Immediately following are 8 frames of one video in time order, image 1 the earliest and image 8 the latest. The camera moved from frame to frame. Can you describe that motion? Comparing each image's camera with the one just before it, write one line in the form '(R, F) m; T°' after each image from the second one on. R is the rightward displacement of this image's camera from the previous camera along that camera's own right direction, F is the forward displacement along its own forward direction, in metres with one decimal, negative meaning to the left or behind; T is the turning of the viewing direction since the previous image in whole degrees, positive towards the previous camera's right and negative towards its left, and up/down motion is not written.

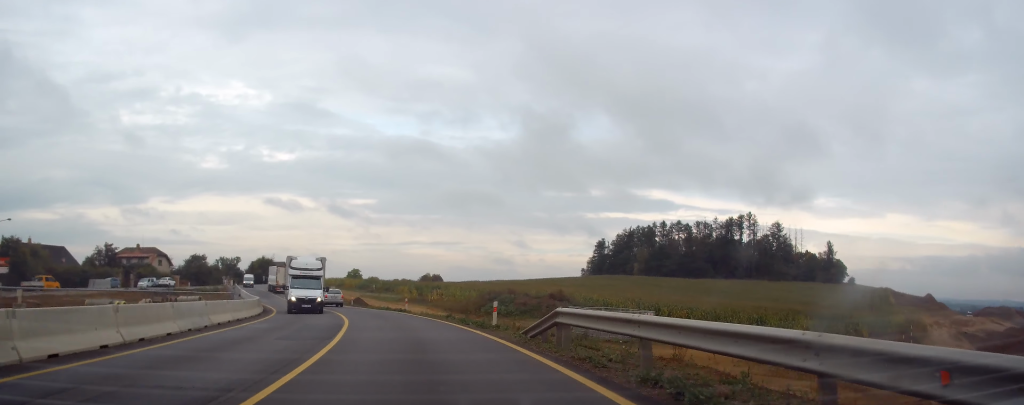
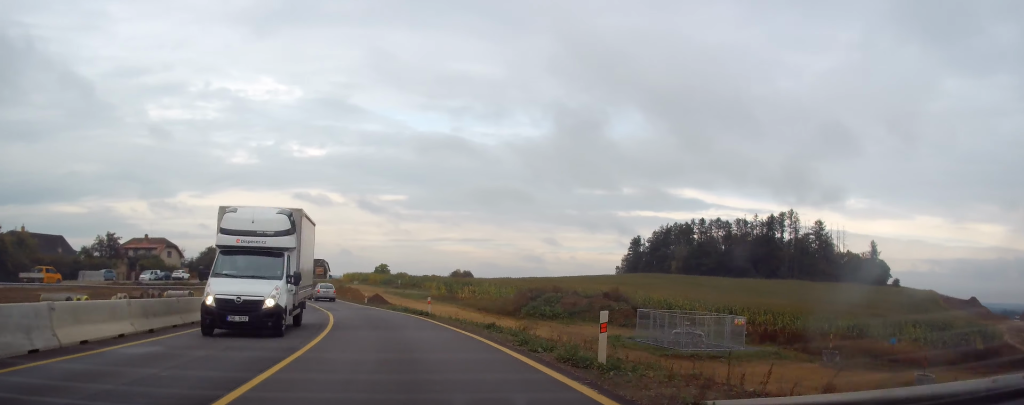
(-0.1, +10.5) m; -2°
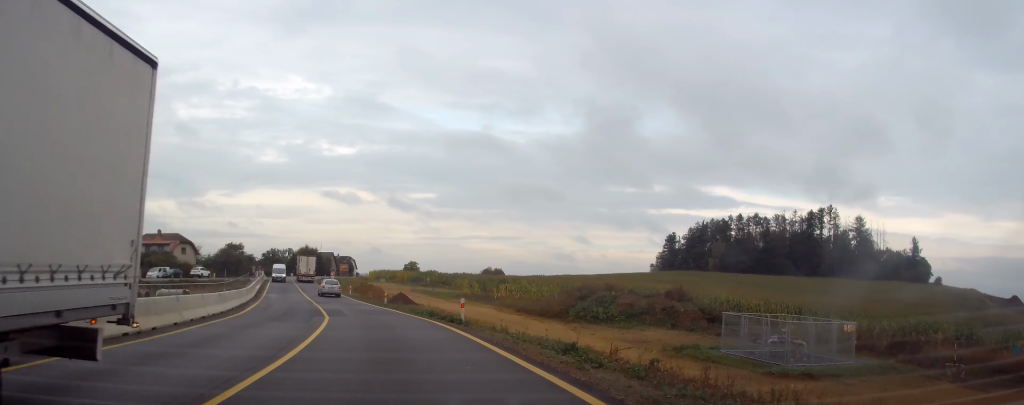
(-0.2, +8.0) m; -2°
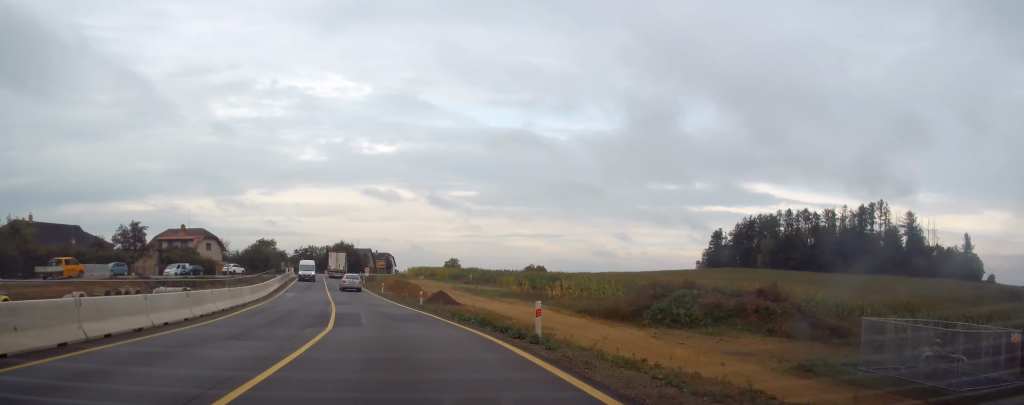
(-0.1, +8.0) m; -3°
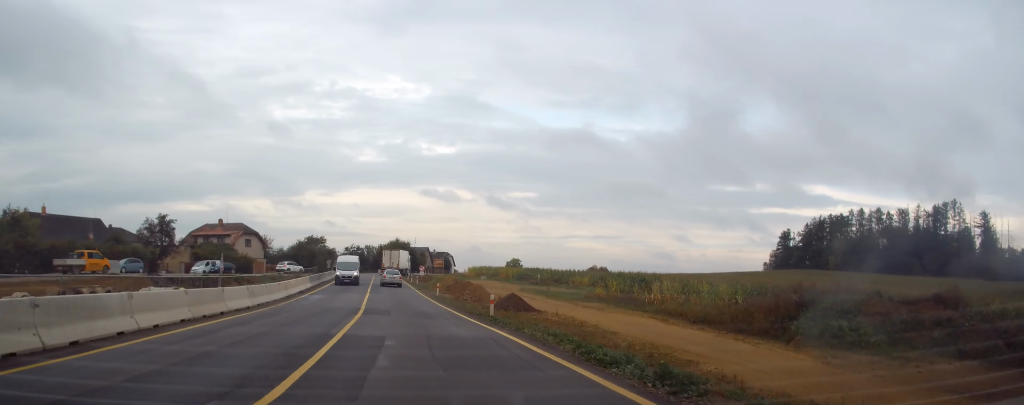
(-0.2, +10.9) m; -5°
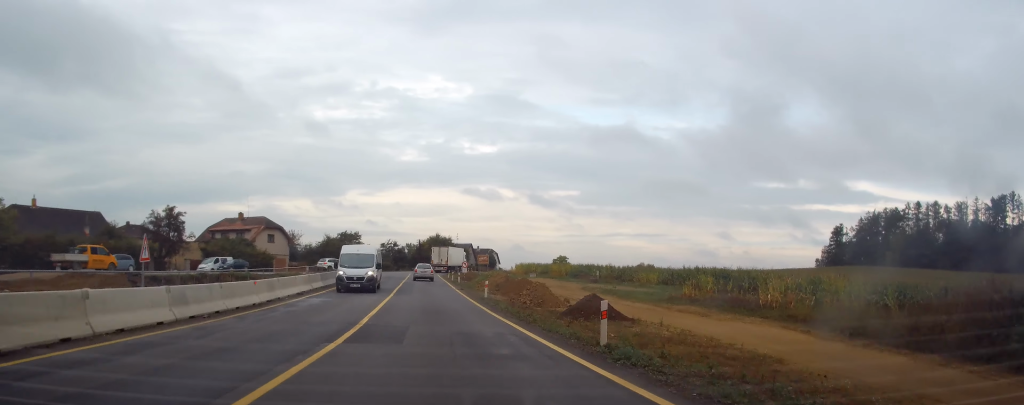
(-0.6, +10.8) m; -4°
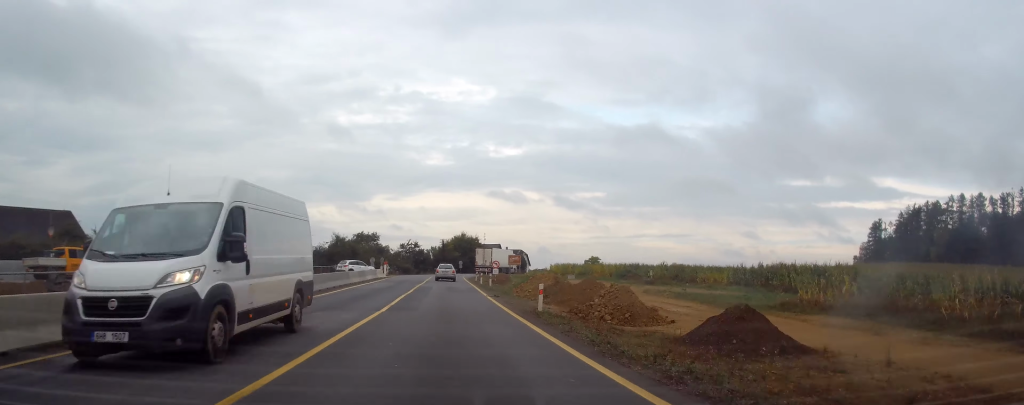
(-0.4, +12.2) m; -3°
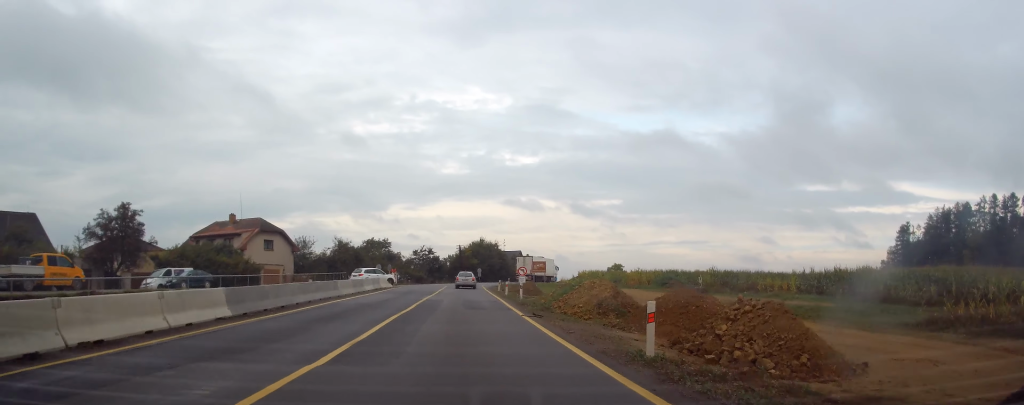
(-0.2, +9.6) m; -2°
